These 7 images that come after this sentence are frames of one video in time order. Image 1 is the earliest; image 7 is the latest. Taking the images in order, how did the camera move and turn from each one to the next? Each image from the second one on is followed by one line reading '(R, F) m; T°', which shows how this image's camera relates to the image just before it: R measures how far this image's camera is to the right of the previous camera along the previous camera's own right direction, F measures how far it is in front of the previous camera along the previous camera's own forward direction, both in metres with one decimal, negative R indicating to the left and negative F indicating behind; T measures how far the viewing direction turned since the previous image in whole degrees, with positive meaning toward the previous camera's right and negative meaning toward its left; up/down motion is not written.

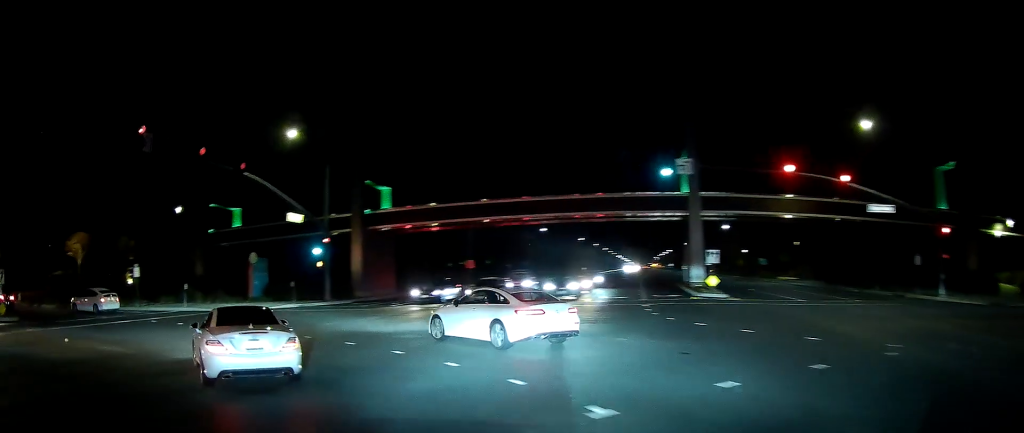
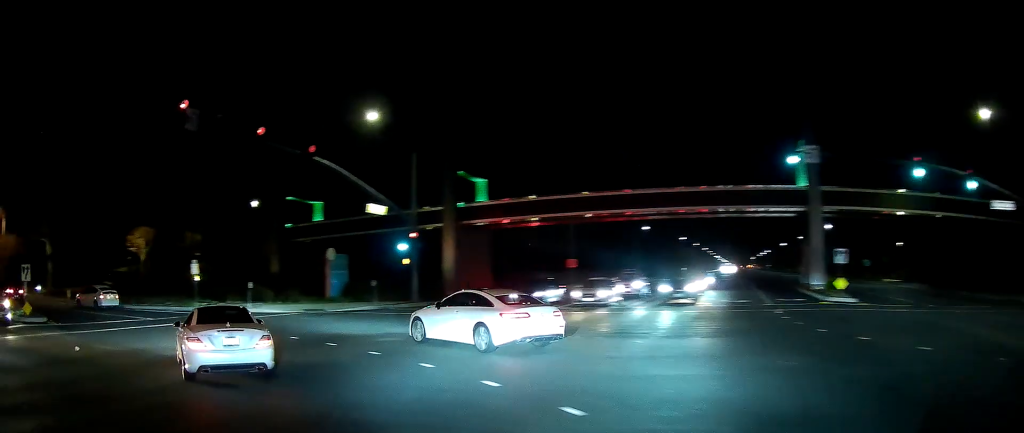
(0.0, +4.3) m; -6°
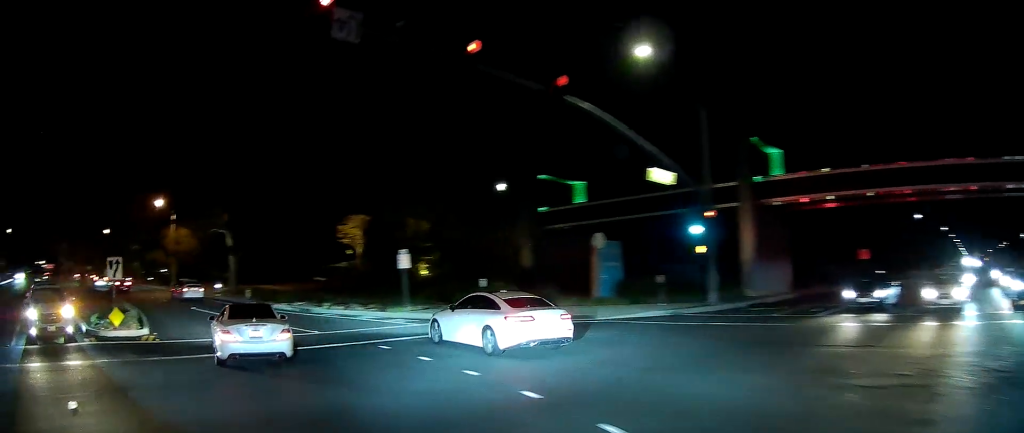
(-2.1, +9.6) m; -32°
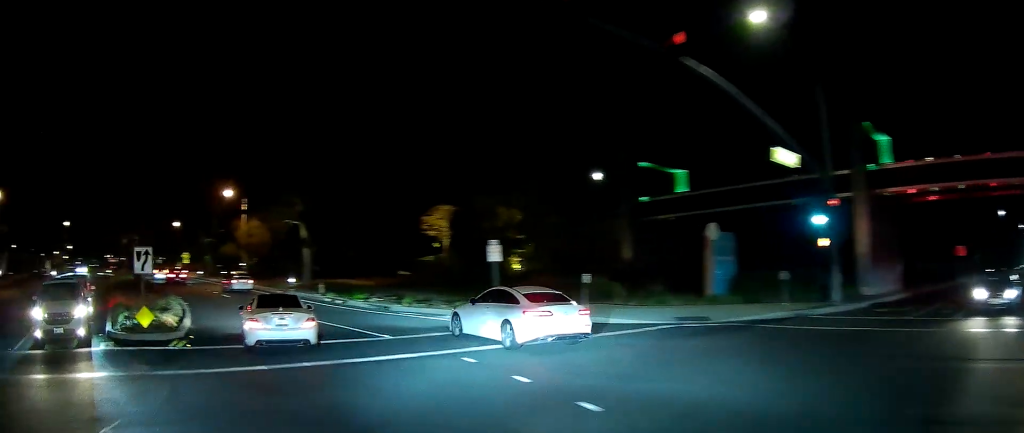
(+0.3, +3.2) m; -13°
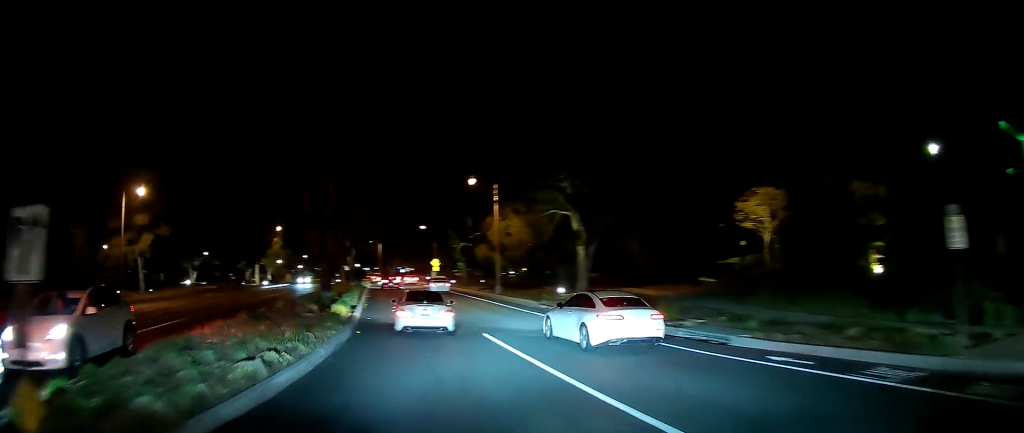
(-4.1, +12.9) m; -18°
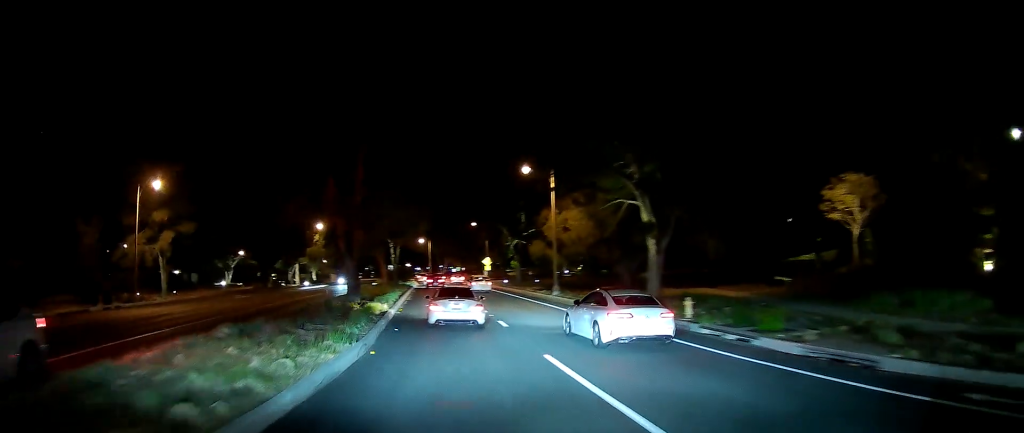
(0.0, +4.7) m; 0°
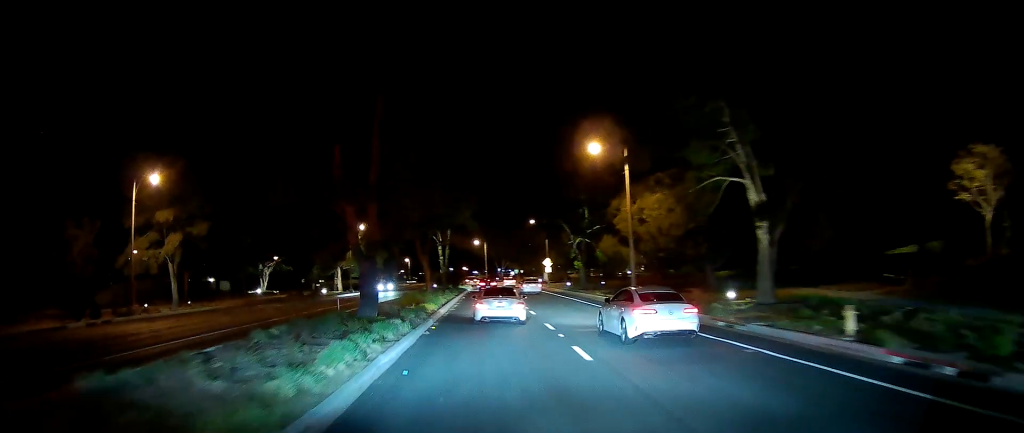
(0.0, +7.4) m; 0°
